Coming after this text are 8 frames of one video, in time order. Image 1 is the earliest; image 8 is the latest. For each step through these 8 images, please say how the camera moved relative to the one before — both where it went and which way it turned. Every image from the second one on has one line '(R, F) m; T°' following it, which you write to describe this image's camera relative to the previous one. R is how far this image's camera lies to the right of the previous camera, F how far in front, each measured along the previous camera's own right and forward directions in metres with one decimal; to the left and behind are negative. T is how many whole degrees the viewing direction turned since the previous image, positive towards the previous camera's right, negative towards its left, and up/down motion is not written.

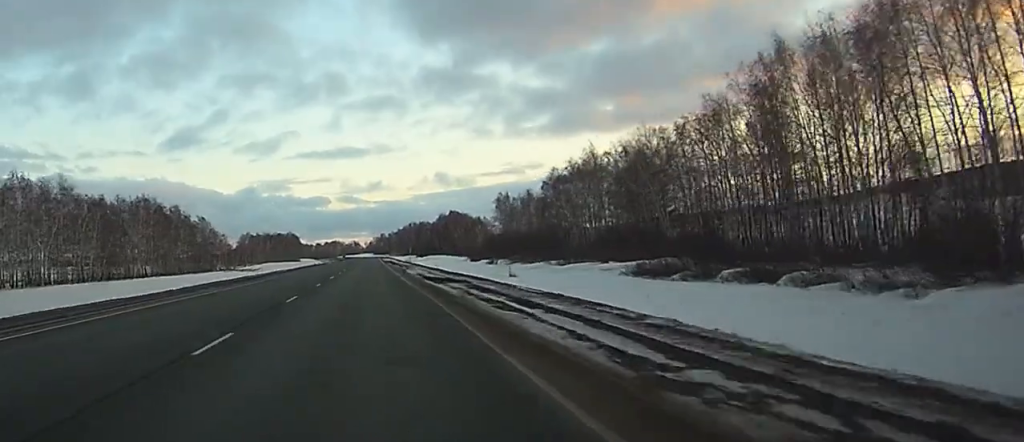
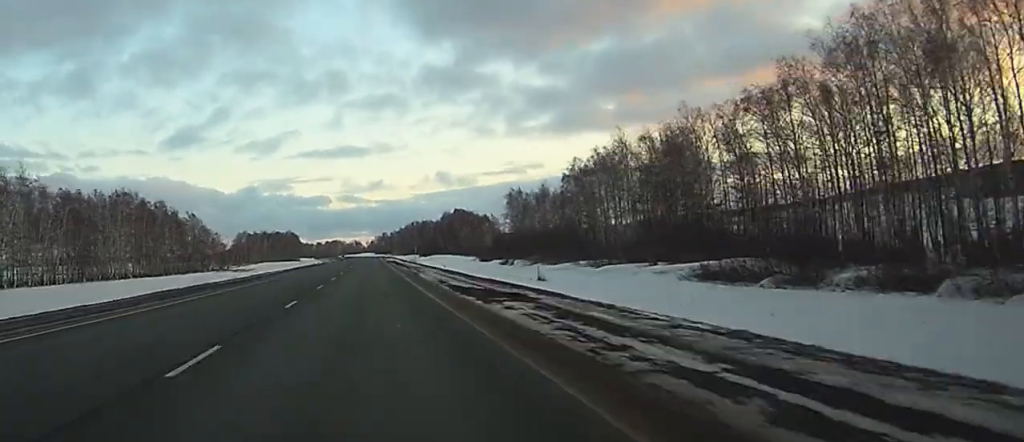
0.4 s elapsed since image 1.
(0.0, +13.7) m; 0°
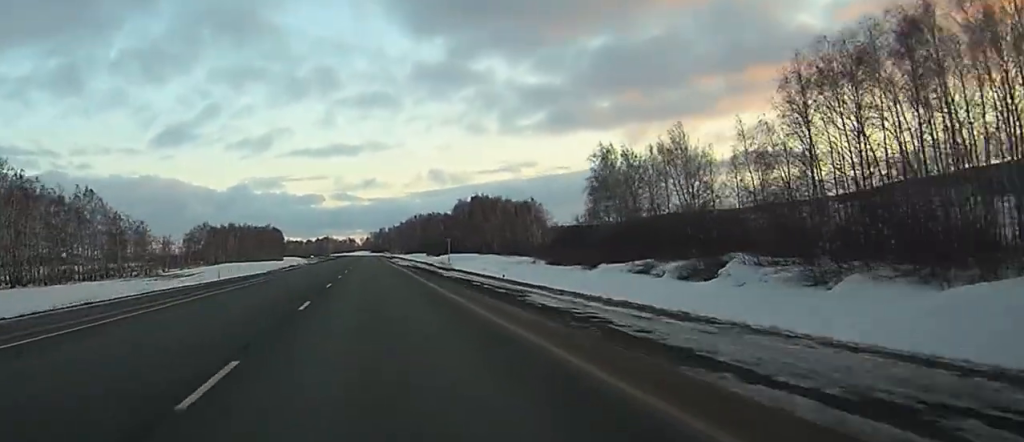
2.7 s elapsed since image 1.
(-0.2, +73.3) m; 0°
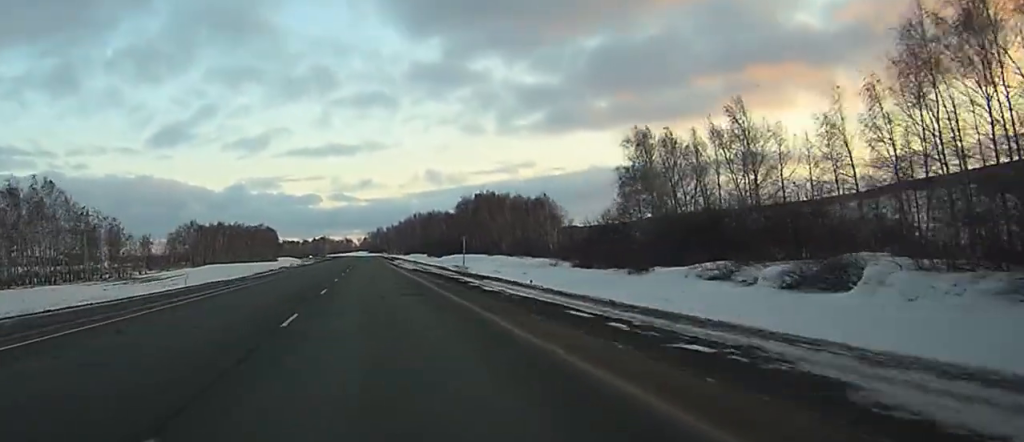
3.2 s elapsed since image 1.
(+0.1, +16.0) m; 0°
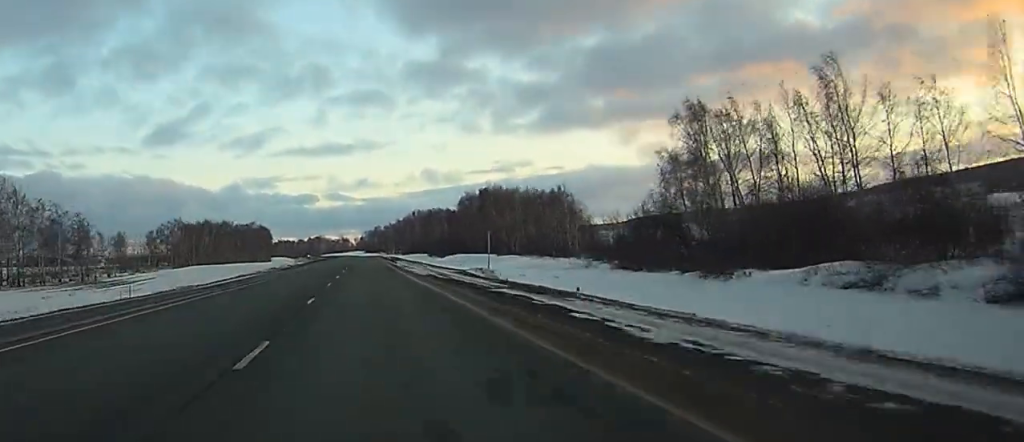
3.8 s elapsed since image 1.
(0.0, +17.1) m; 0°
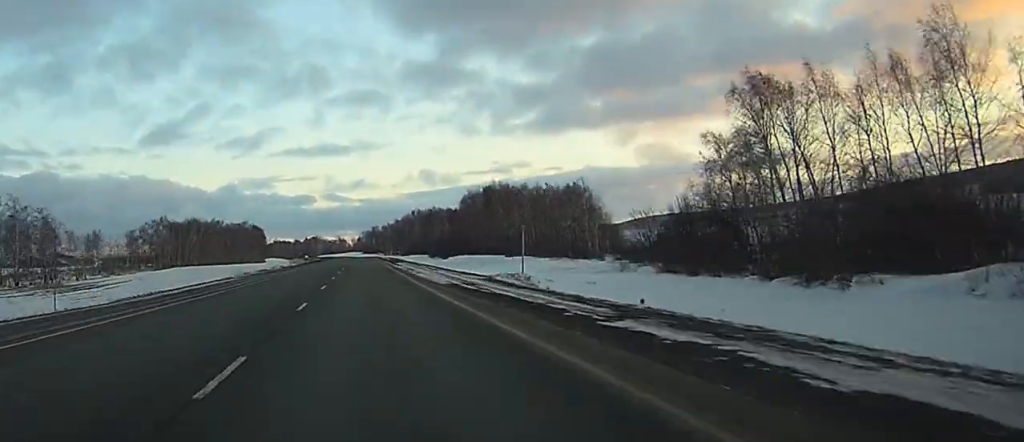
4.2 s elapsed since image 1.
(0.0, +13.9) m; 0°
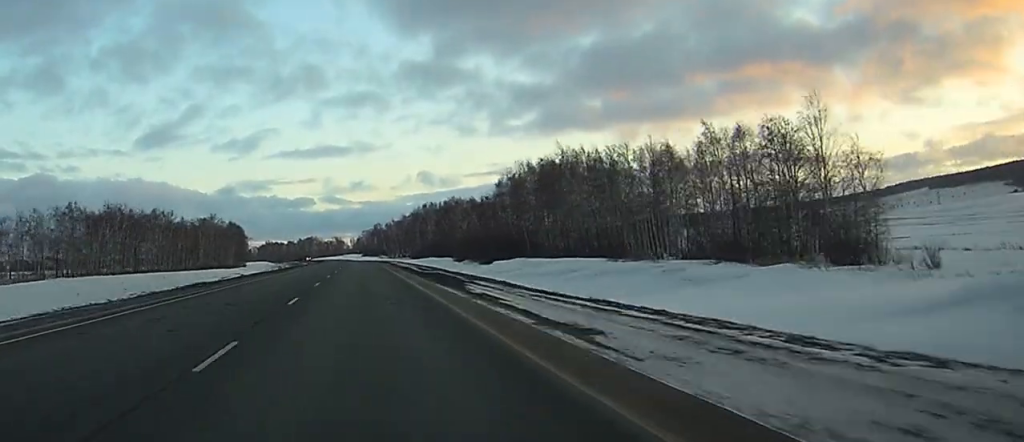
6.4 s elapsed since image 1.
(-0.1, +69.7) m; 0°
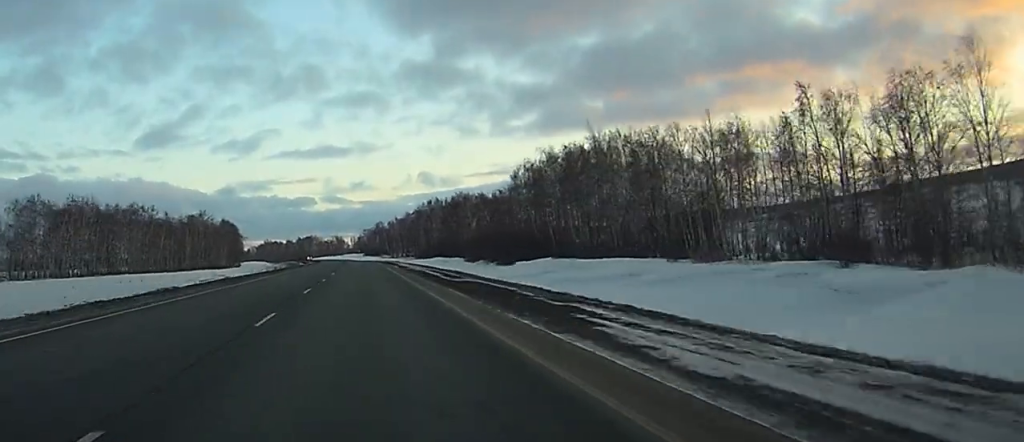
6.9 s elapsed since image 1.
(0.0, +18.3) m; 0°
